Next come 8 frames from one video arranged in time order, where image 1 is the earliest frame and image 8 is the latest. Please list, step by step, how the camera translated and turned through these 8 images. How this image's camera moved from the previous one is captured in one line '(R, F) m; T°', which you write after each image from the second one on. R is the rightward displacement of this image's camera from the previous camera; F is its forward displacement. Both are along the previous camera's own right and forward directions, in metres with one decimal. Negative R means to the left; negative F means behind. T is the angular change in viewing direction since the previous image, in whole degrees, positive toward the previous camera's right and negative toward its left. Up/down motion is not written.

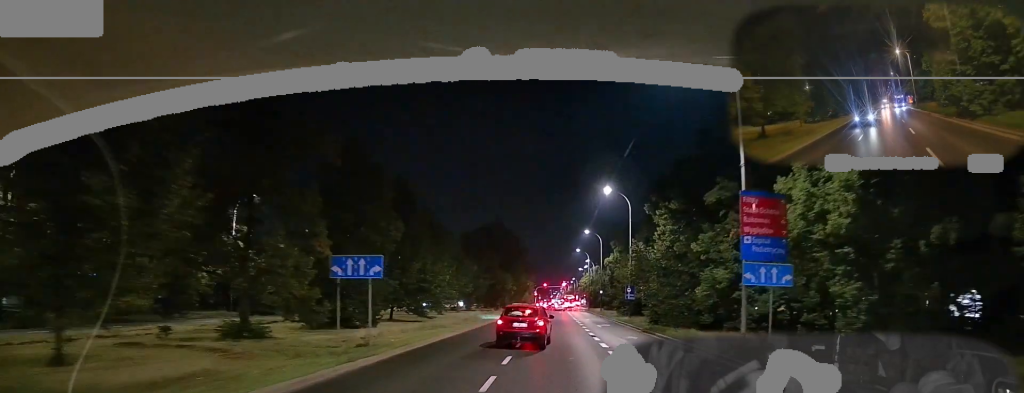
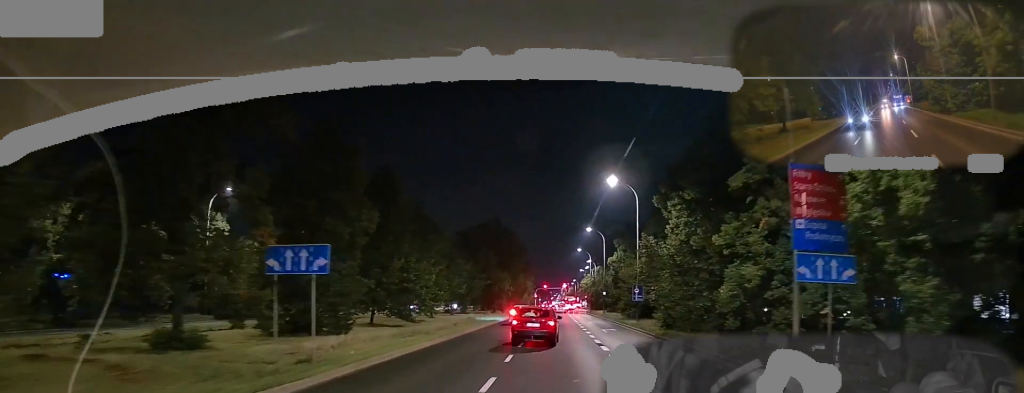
(-0.1, +4.7) m; 0°
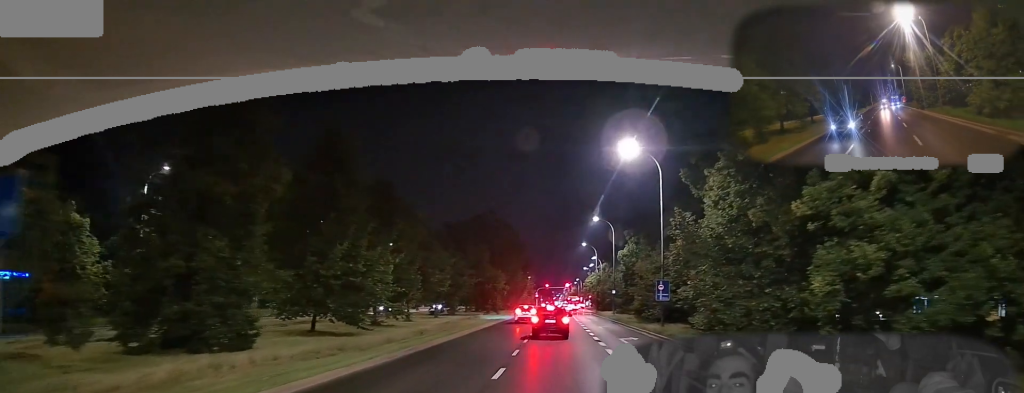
(+0.1, +9.7) m; 0°
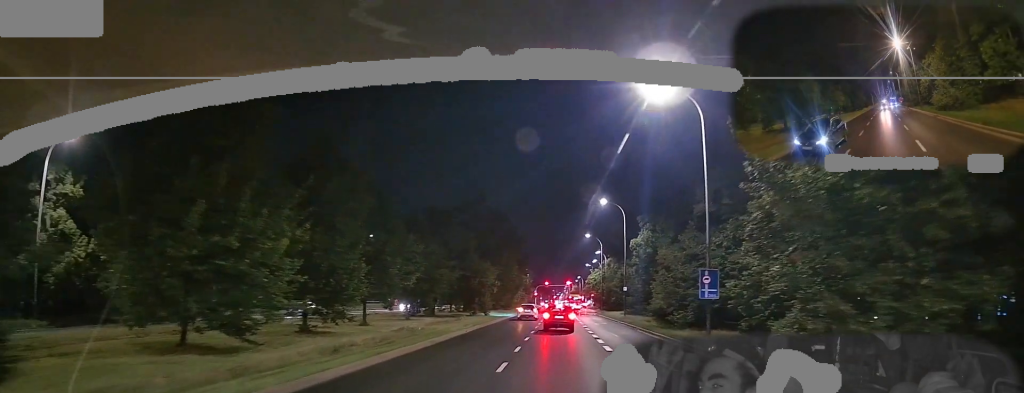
(-0.1, +10.9) m; -1°
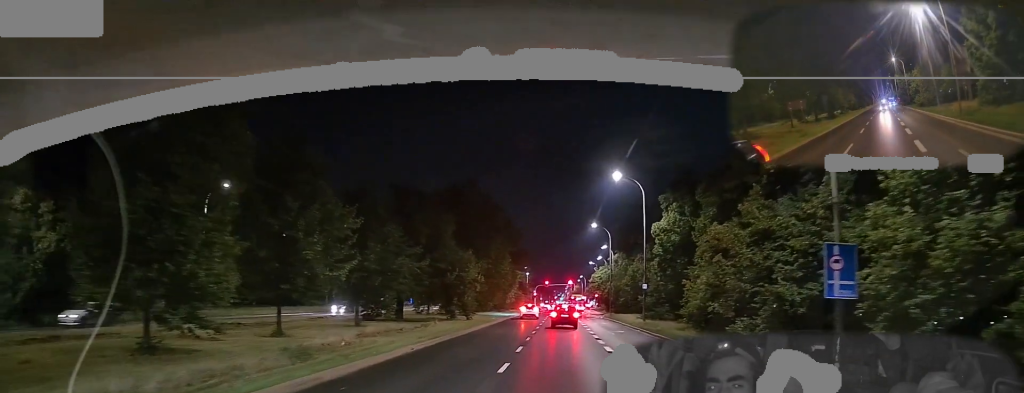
(-0.3, +12.3) m; -3°
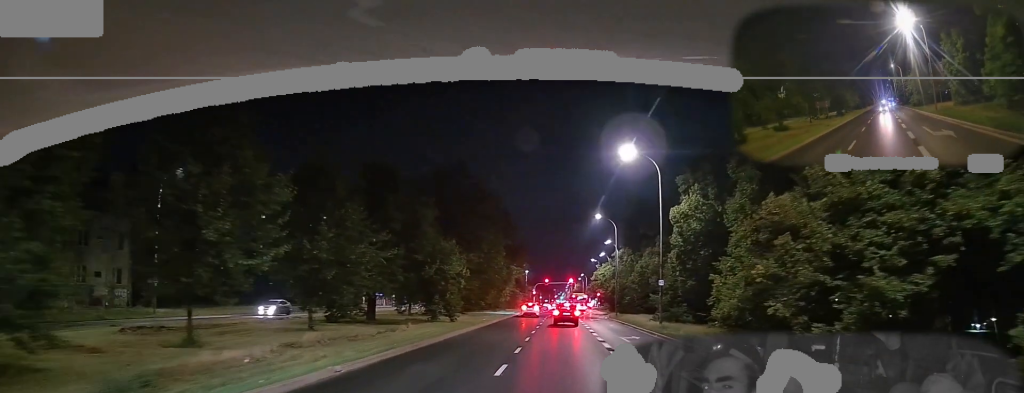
(0.0, +6.9) m; +1°
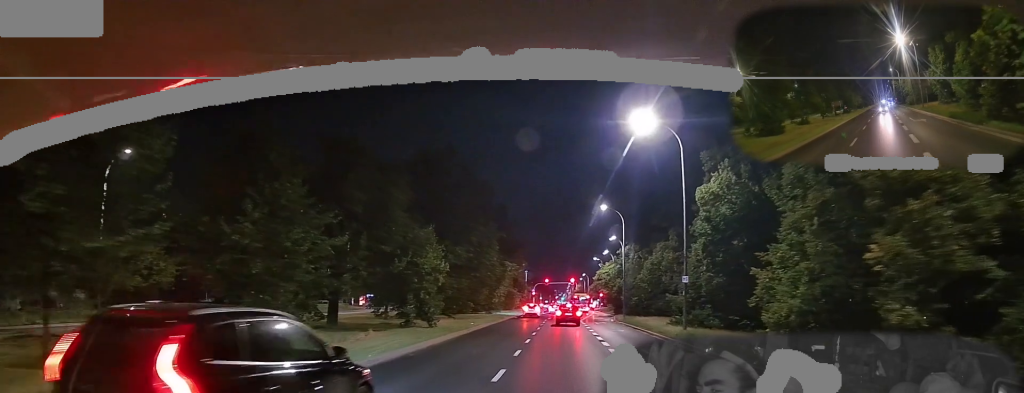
(+0.1, +6.8) m; +1°
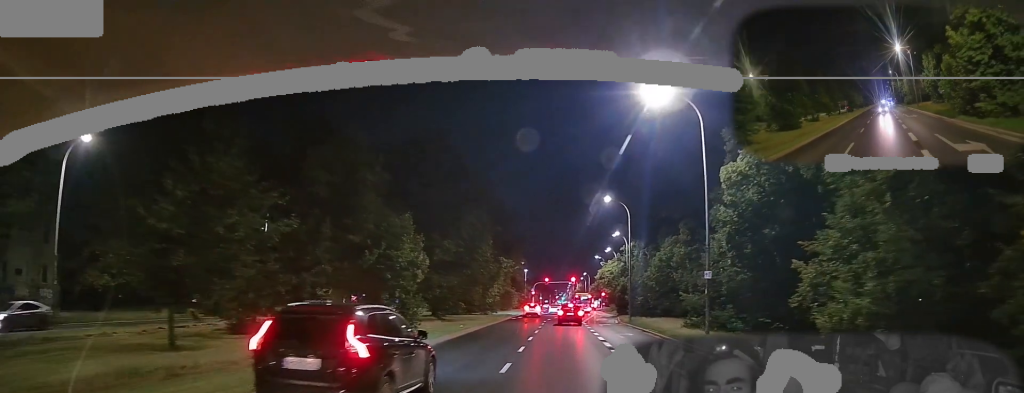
(0.0, +4.5) m; +1°
